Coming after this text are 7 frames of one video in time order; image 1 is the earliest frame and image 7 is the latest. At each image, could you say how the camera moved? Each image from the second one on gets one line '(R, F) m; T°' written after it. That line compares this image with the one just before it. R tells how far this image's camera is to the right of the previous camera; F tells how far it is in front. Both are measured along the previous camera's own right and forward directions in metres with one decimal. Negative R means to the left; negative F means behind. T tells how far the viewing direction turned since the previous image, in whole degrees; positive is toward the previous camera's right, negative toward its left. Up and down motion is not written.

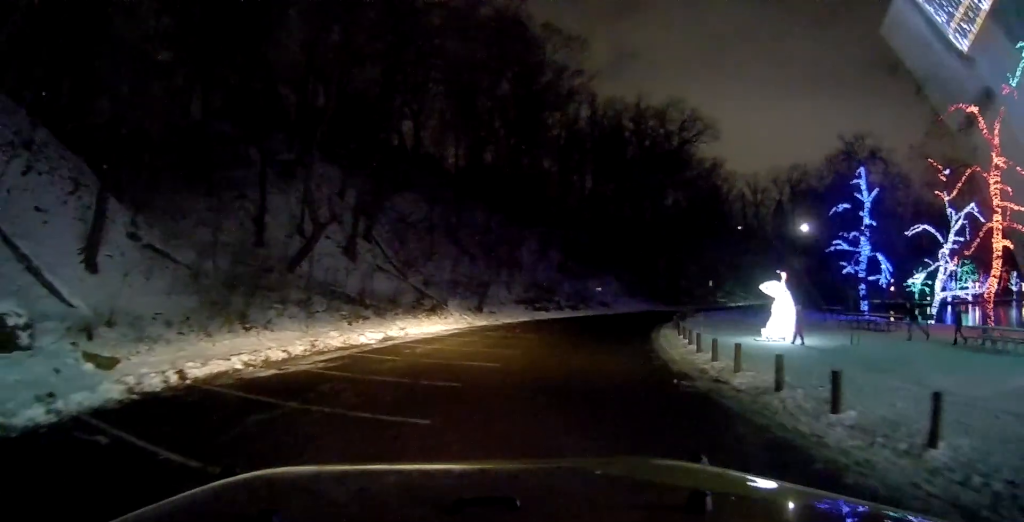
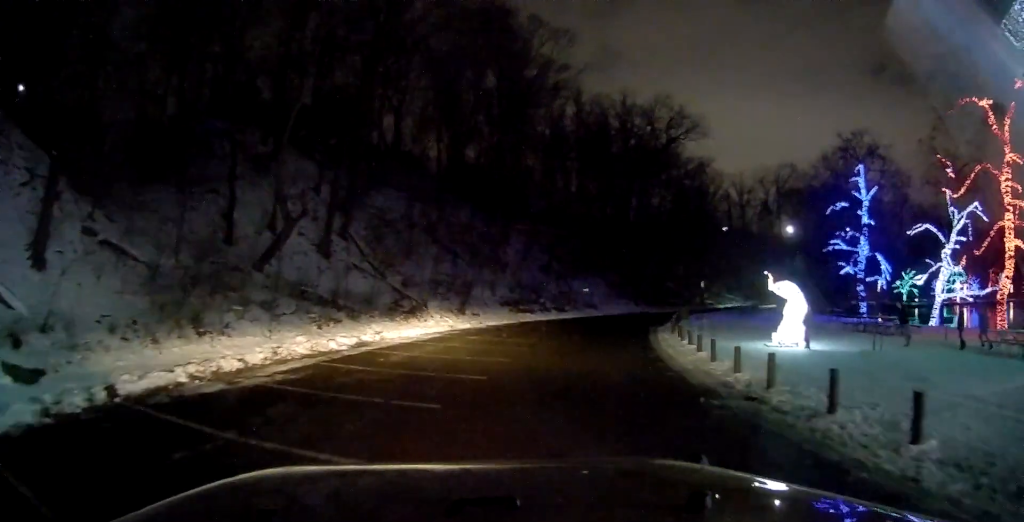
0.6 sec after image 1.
(0.0, +2.0) m; +1°
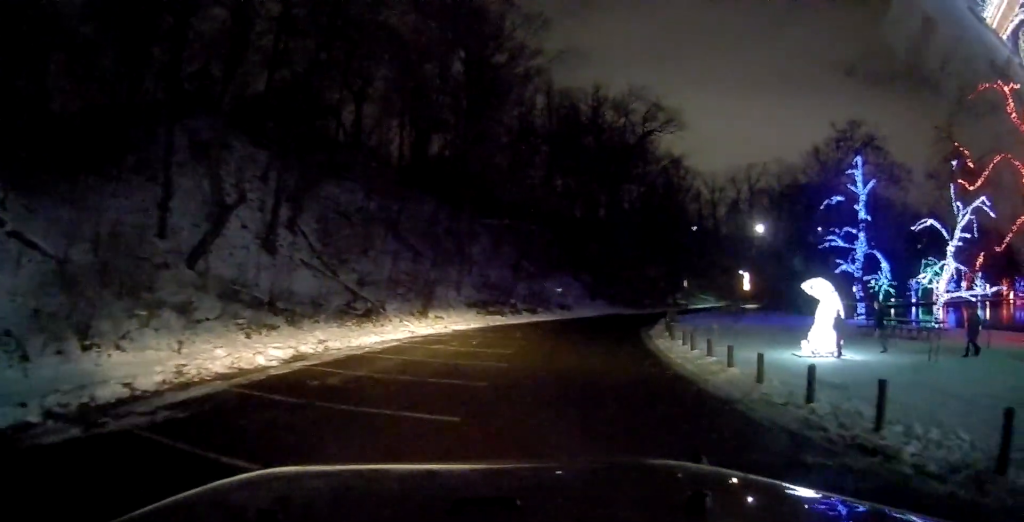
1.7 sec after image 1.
(+0.1, +4.0) m; +12°
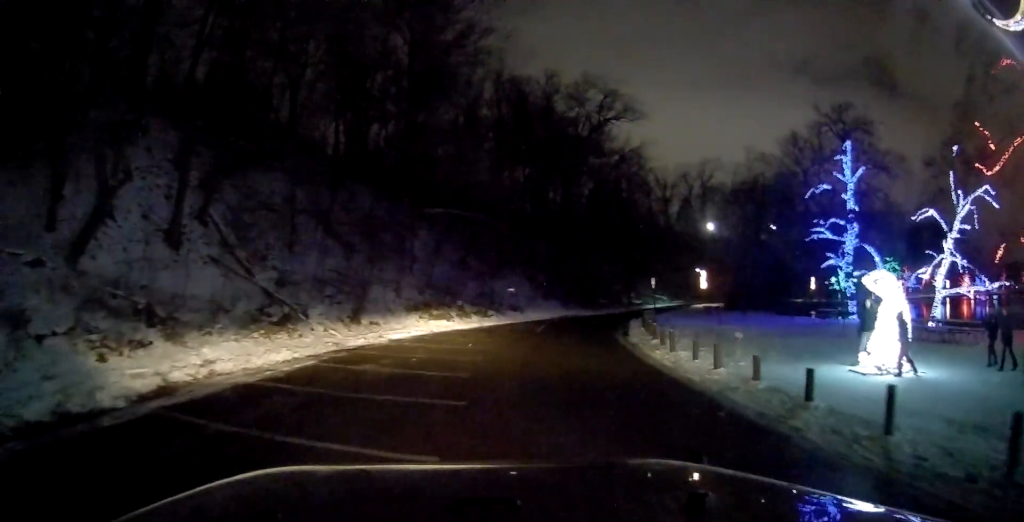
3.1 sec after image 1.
(+1.2, +4.7) m; +8°
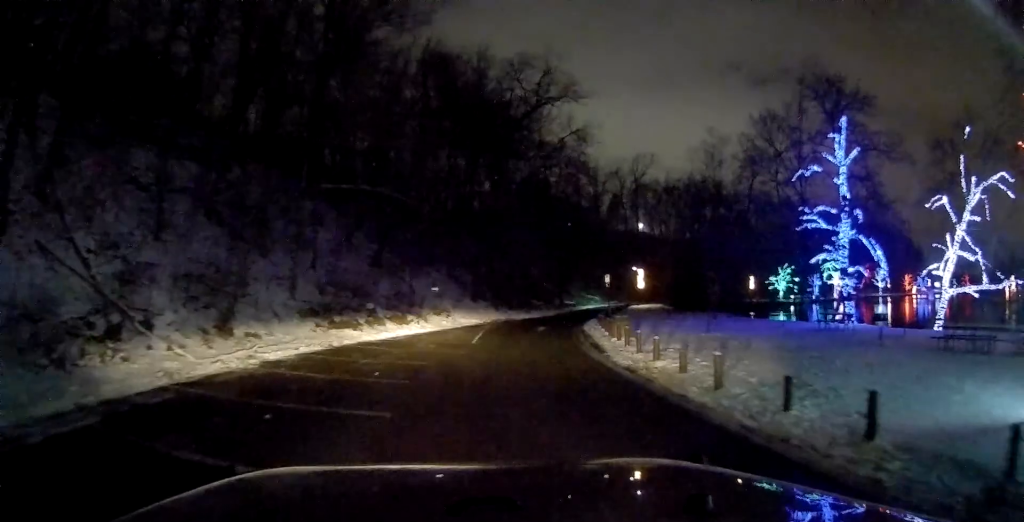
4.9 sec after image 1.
(-1.0, +7.0) m; -1°
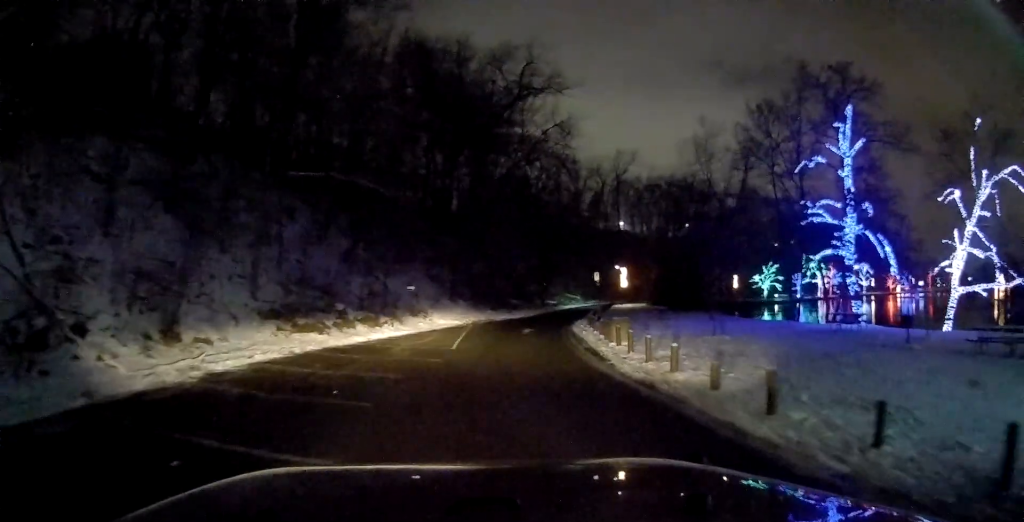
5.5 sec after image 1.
(+0.1, +2.4) m; +2°
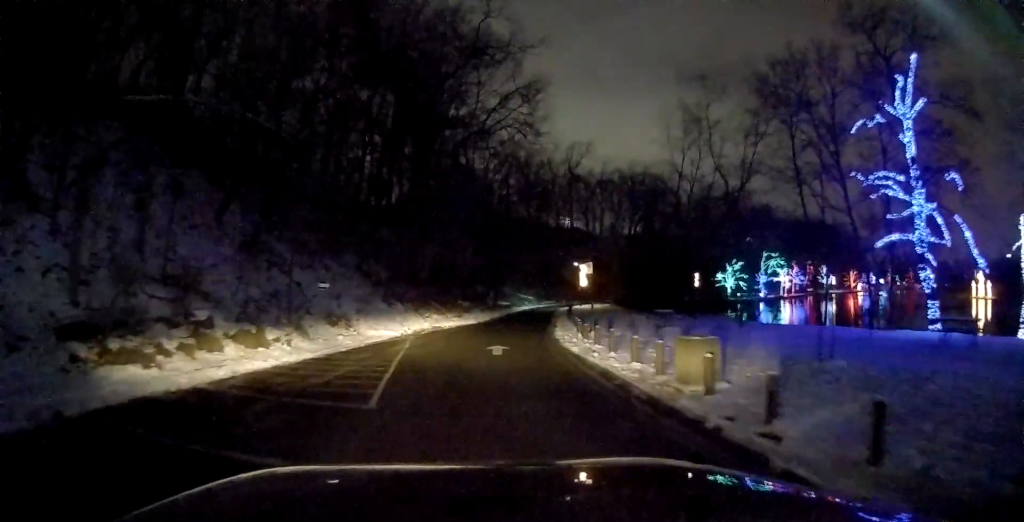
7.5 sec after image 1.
(+0.4, +9.0) m; +7°
